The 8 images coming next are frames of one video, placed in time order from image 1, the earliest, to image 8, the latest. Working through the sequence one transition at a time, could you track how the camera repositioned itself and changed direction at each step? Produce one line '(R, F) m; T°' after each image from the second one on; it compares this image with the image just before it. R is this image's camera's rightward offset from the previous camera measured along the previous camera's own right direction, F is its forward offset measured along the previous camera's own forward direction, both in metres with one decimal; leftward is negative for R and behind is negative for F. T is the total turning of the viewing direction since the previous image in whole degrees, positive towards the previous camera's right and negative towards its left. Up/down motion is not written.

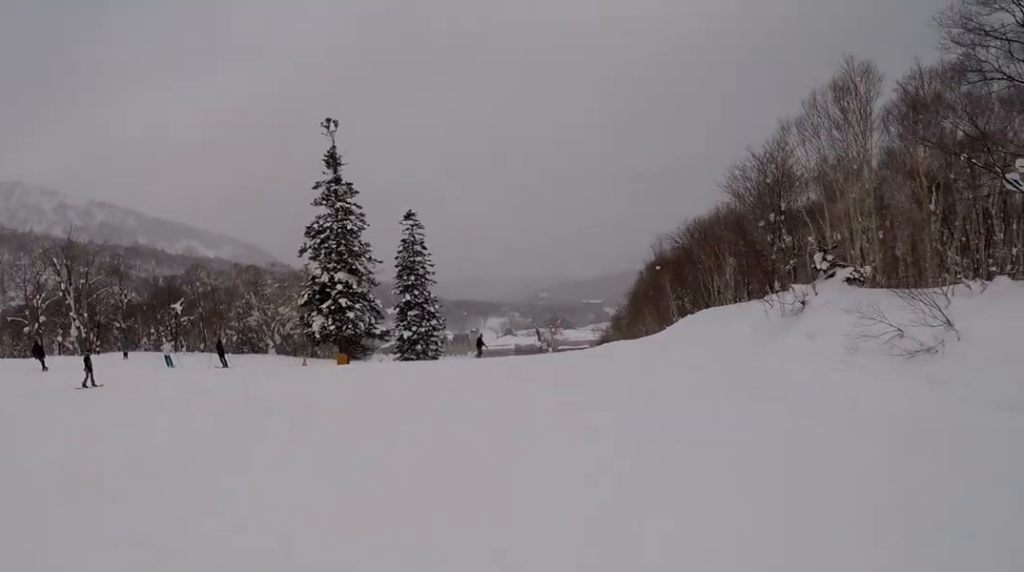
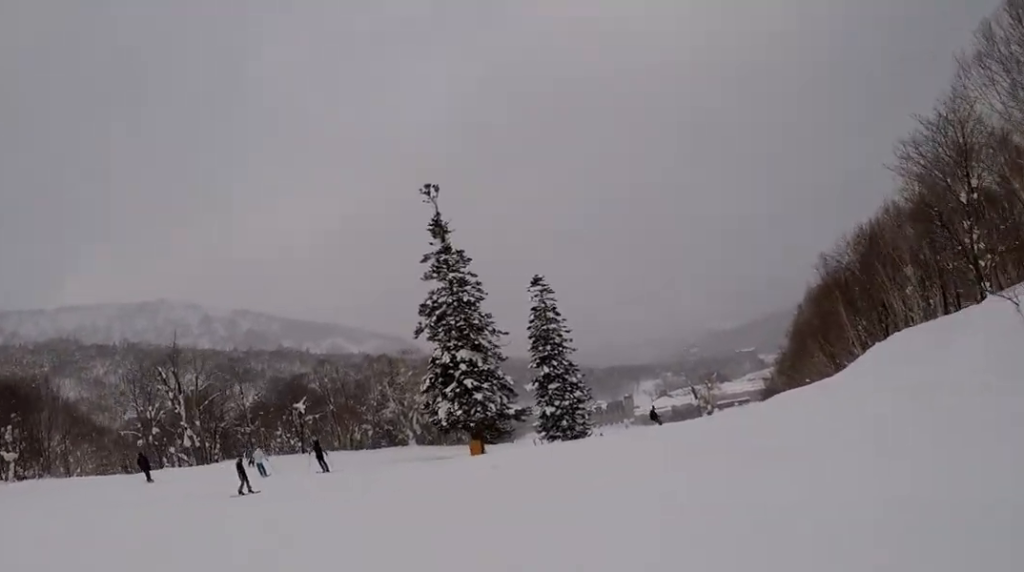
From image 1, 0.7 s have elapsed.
(-0.2, +6.3) m; 0°
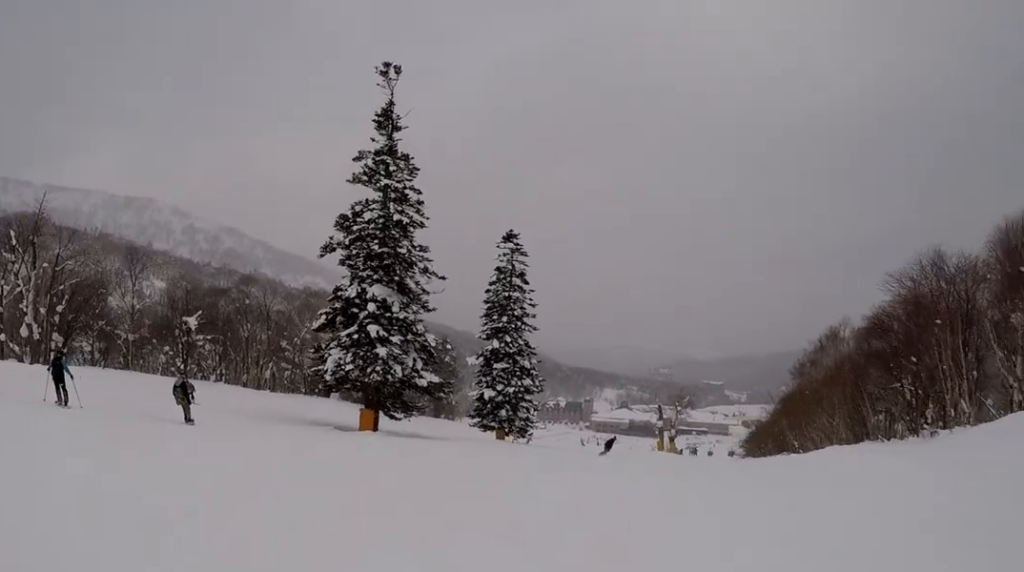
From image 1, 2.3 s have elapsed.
(+1.3, +14.7) m; +4°
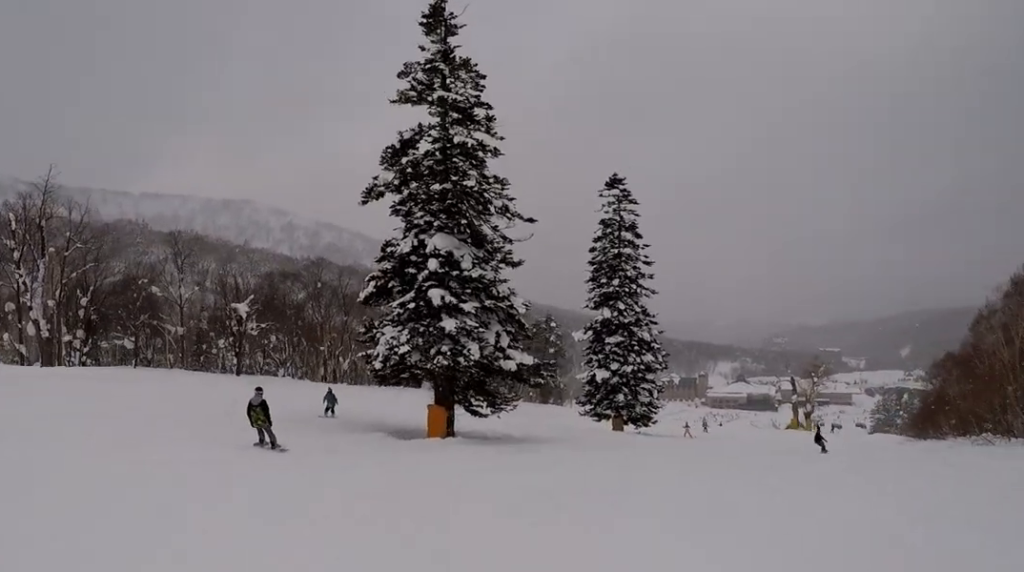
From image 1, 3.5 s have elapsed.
(-1.2, +10.7) m; +3°
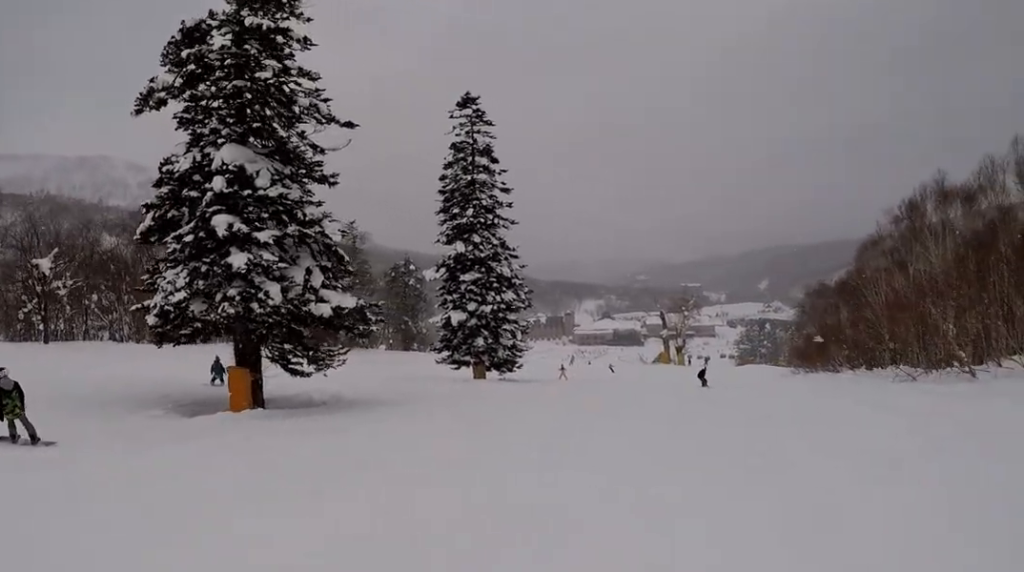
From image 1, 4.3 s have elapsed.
(+1.2, +6.8) m; +8°
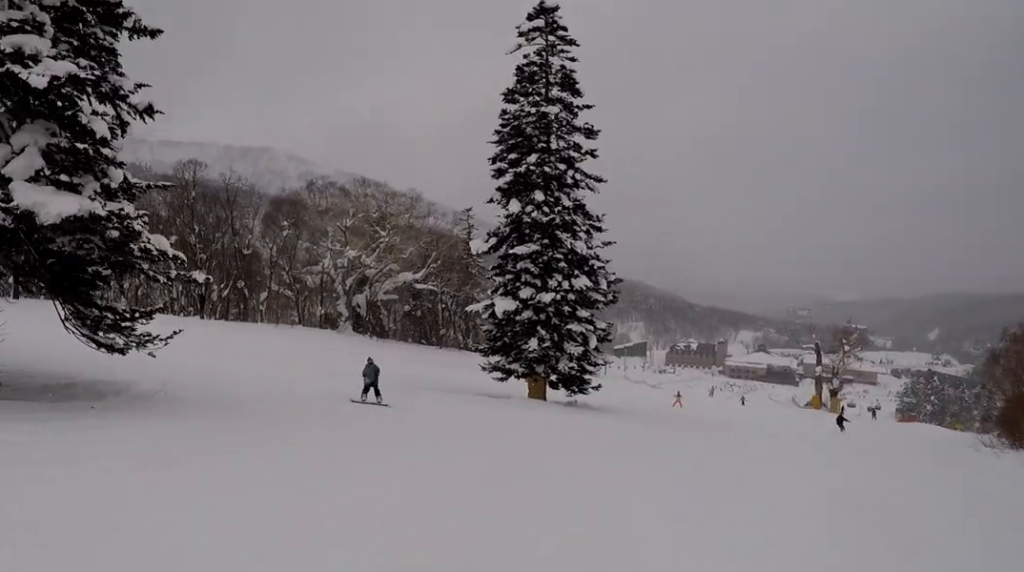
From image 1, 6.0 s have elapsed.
(-0.1, +15.8) m; 0°
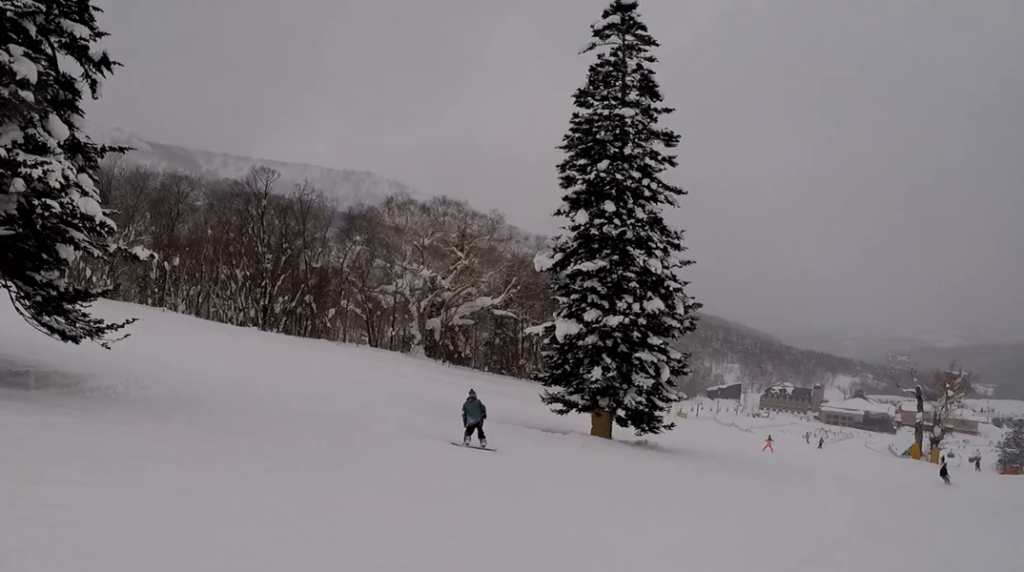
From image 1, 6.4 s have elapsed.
(0.0, +4.0) m; 0°
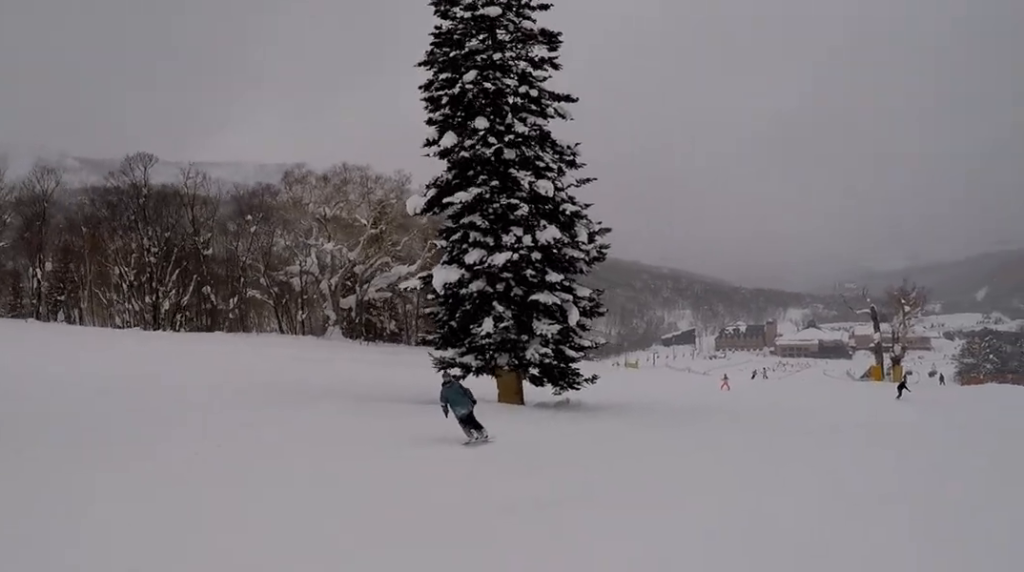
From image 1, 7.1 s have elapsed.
(0.0, +6.5) m; +4°
